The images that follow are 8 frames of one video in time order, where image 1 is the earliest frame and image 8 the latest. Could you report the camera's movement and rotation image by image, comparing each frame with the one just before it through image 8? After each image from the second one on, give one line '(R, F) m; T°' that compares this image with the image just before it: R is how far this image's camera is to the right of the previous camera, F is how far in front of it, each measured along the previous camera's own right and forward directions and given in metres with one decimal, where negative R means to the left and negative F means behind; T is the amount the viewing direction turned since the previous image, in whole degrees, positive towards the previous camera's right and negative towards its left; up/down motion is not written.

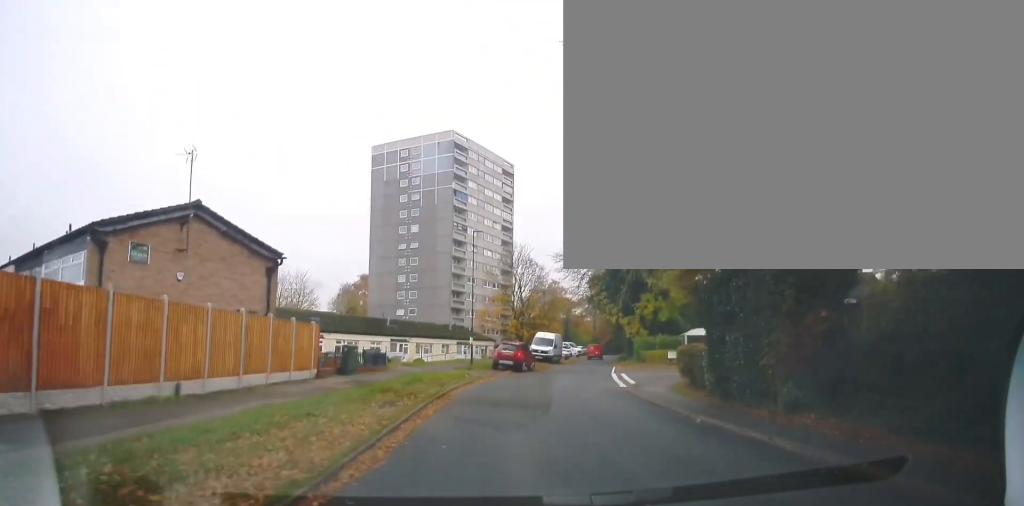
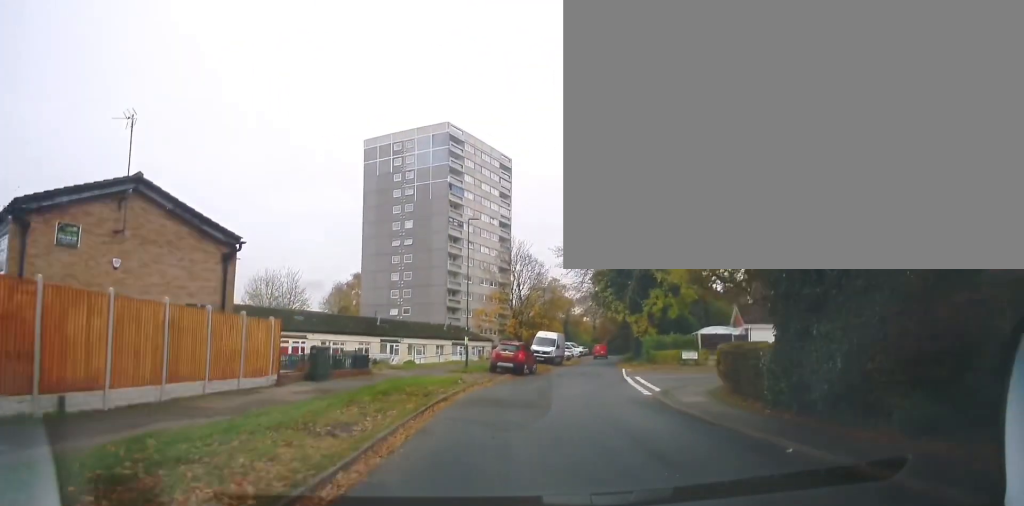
(+0.1, +3.6) m; 0°
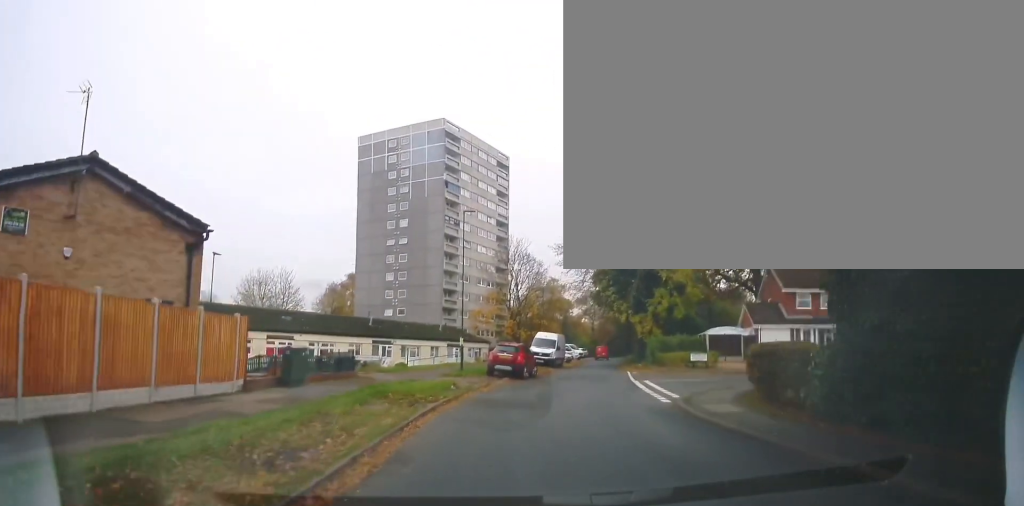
(0.0, +2.3) m; -1°
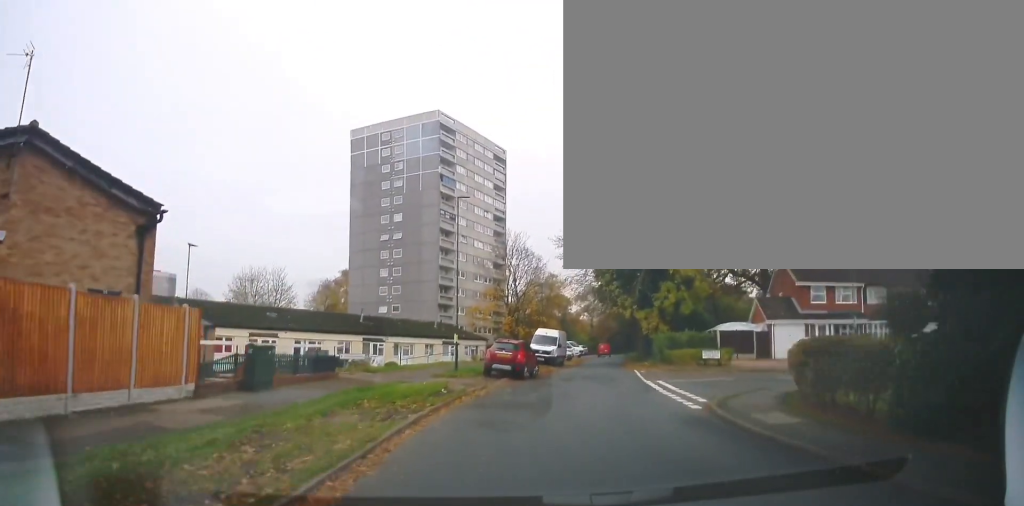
(0.0, +2.3) m; -2°
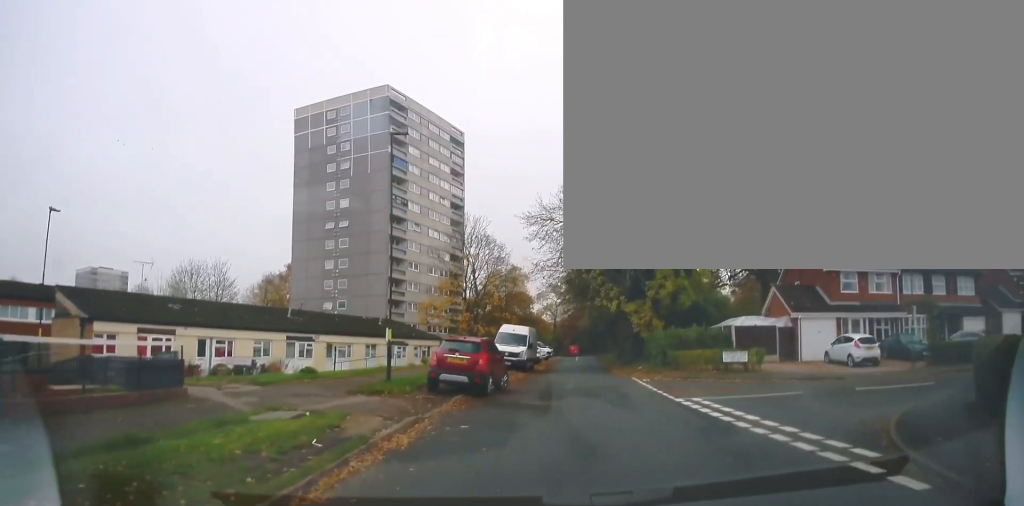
(+0.1, +8.6) m; +5°
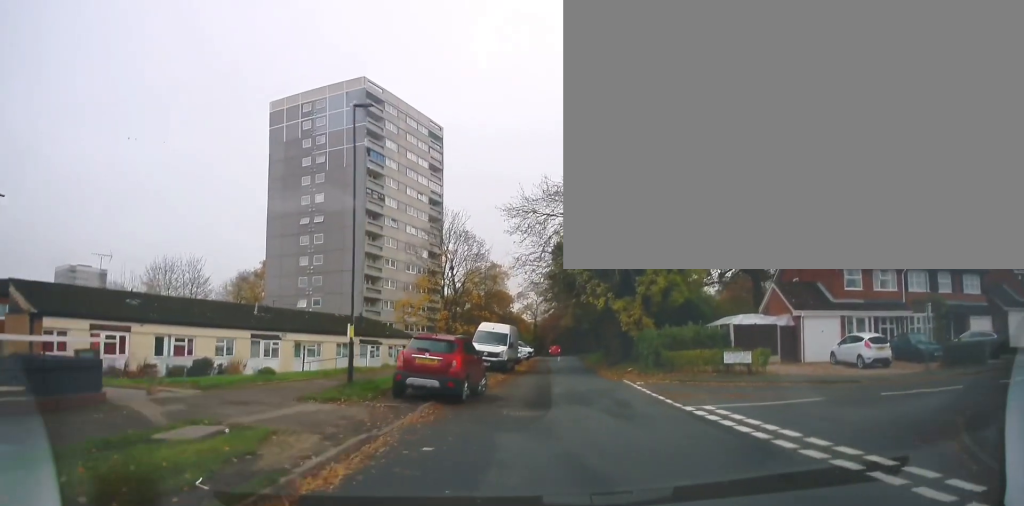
(+0.3, +2.5) m; +2°
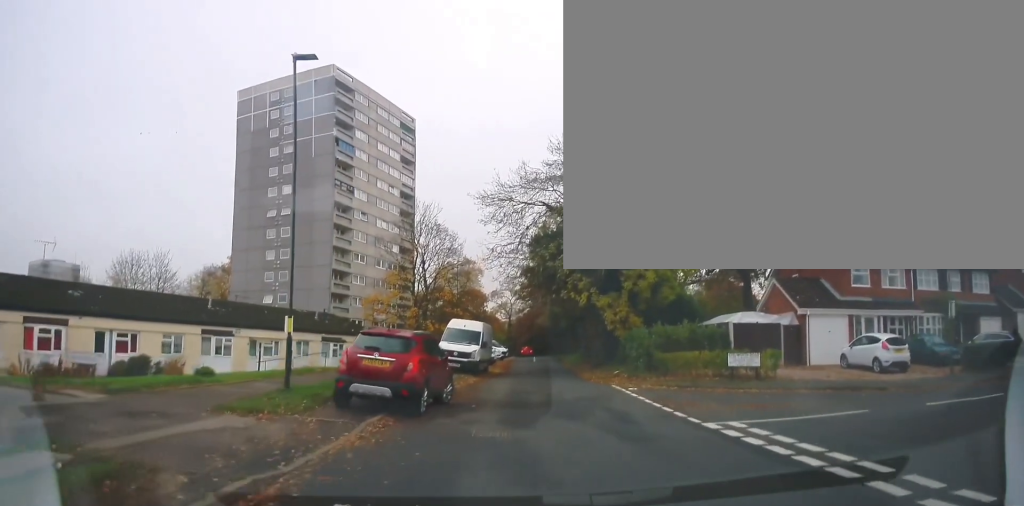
(-0.1, +3.2) m; 0°
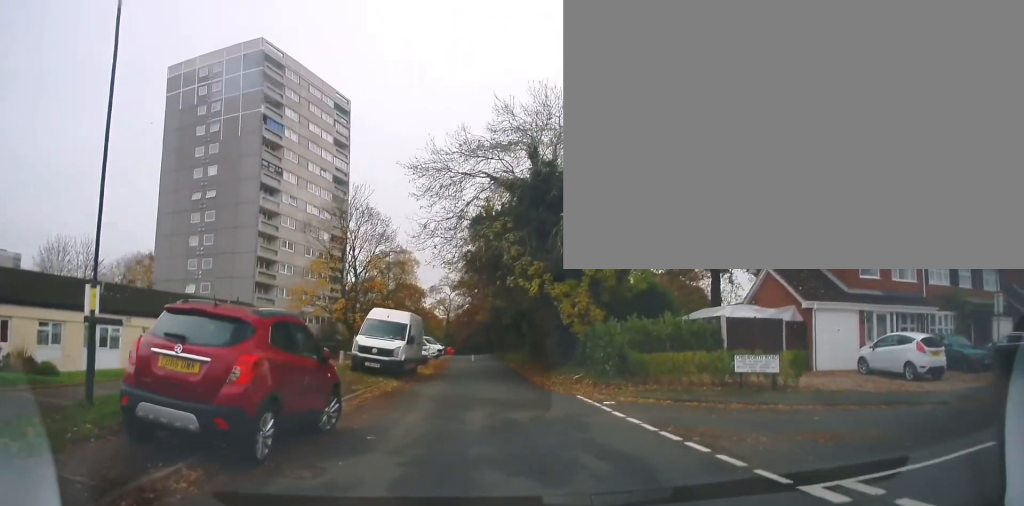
(+0.2, +5.8) m; +8°
